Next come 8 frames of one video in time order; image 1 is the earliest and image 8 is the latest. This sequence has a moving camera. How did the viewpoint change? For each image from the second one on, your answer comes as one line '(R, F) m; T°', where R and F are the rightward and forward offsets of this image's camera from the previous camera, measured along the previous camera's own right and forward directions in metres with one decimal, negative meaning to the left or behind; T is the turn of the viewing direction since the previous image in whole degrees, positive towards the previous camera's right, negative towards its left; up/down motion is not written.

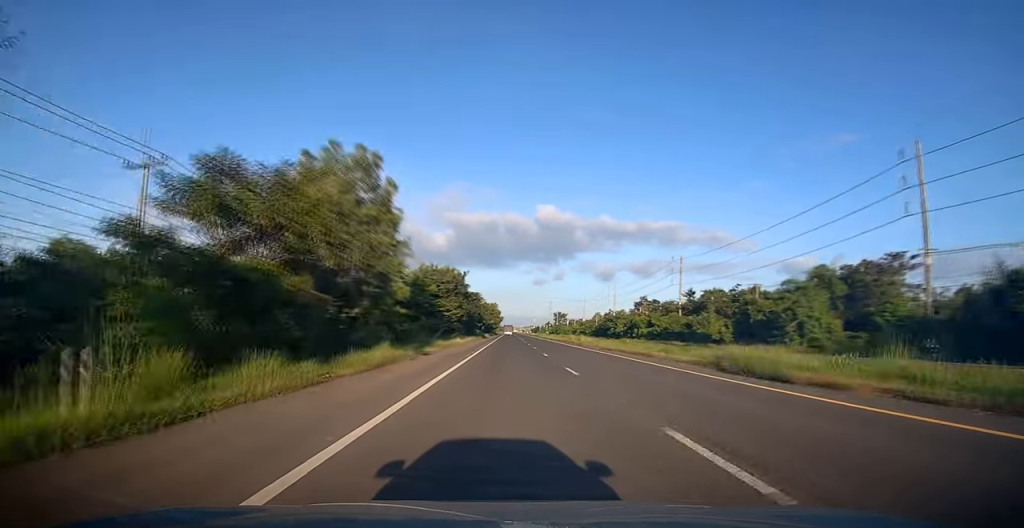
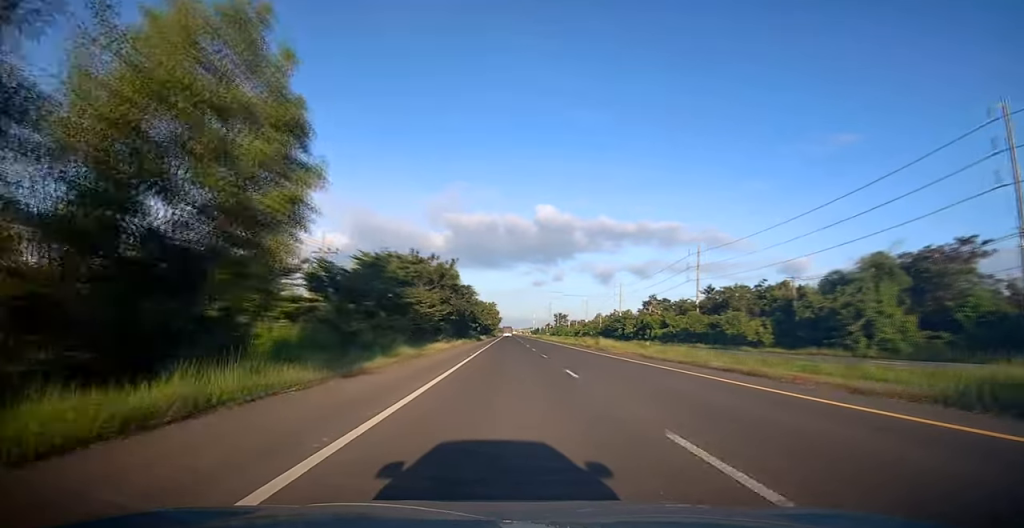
(0.0, +12.0) m; 0°
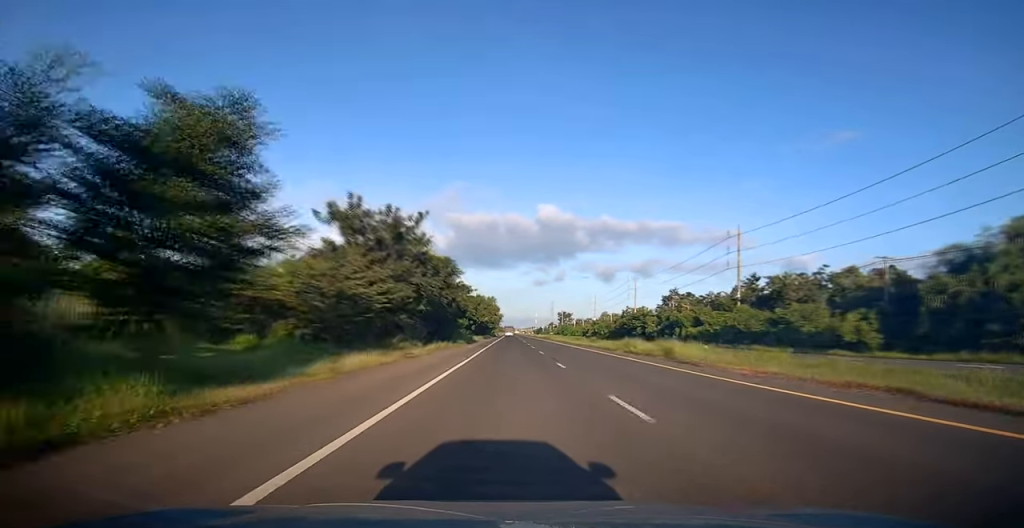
(-0.1, +19.7) m; 0°
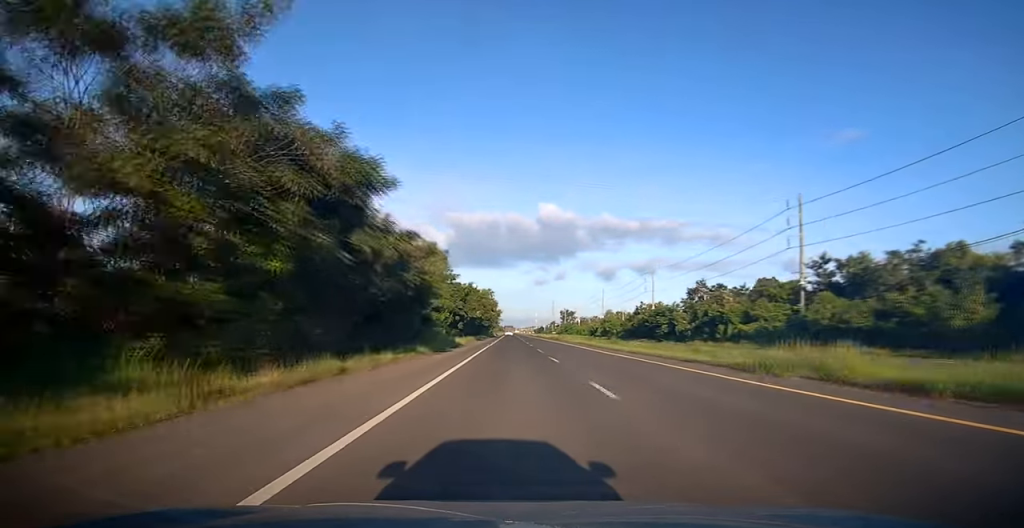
(+0.2, +21.3) m; 0°
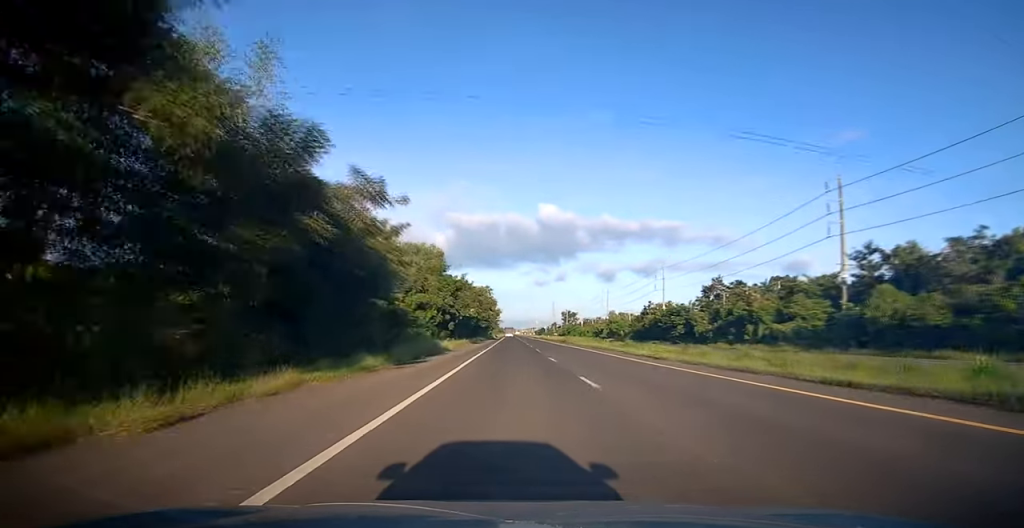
(0.0, +9.9) m; 0°
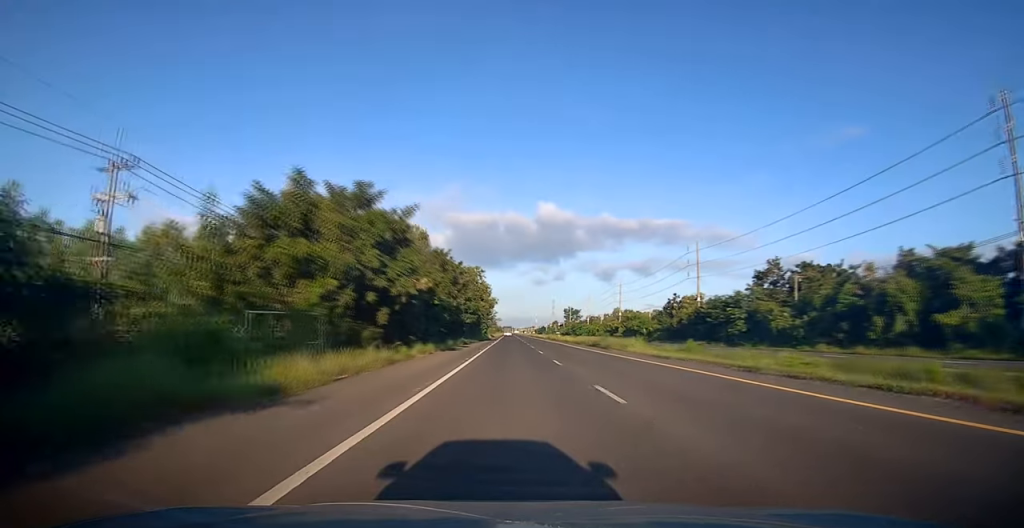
(0.0, +26.6) m; 0°
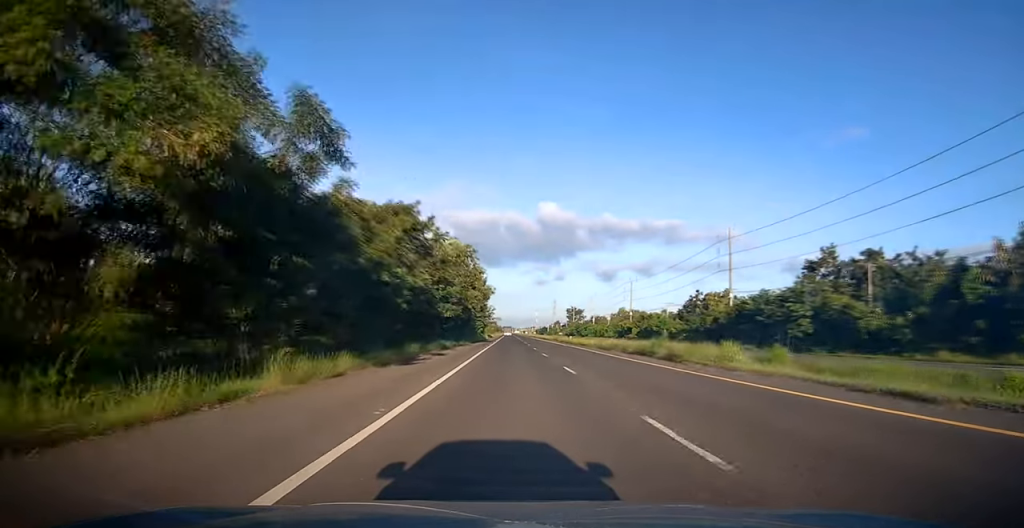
(-0.1, +16.8) m; 0°
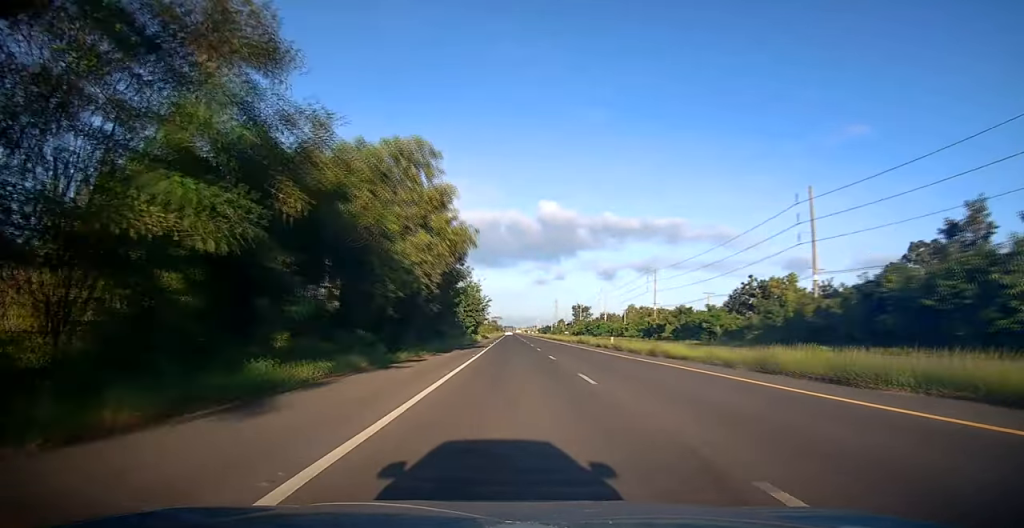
(+0.1, +27.7) m; 0°
